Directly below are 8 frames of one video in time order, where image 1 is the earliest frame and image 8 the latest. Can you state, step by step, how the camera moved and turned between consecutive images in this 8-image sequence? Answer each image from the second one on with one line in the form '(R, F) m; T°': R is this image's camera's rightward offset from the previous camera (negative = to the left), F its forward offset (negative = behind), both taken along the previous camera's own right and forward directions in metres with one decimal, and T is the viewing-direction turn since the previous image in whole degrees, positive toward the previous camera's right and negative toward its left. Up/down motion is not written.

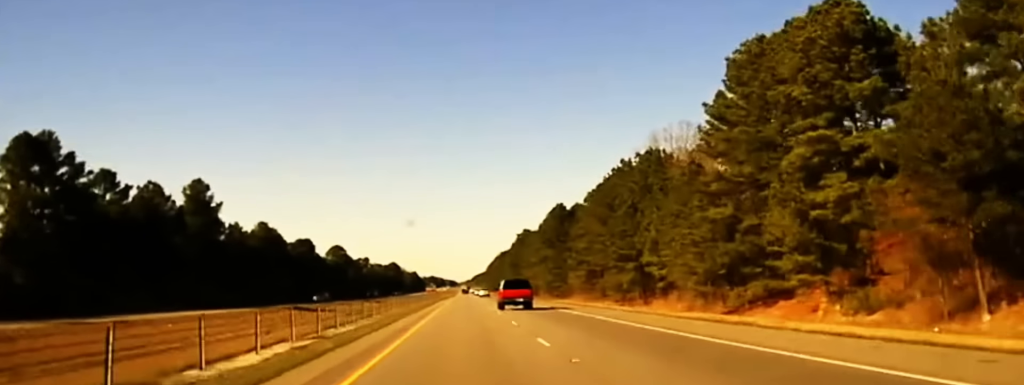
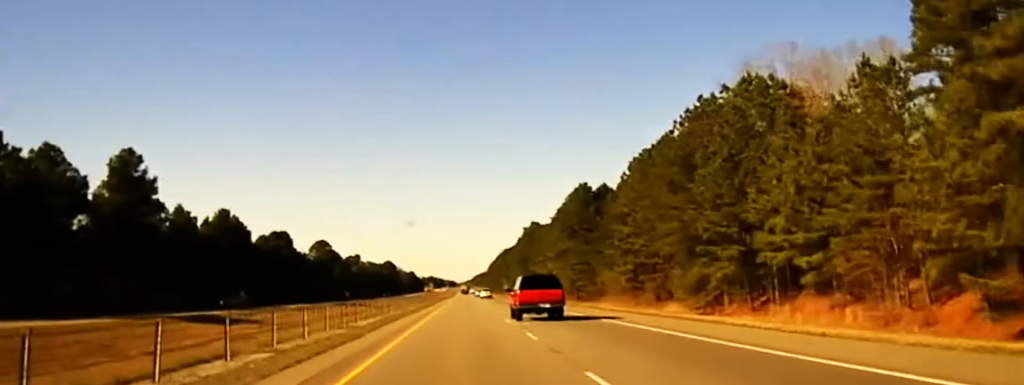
(+0.1, +34.0) m; 0°
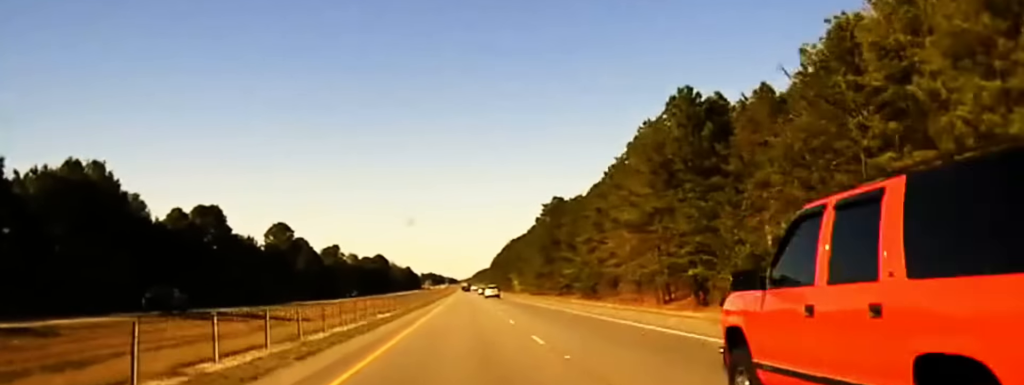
(0.0, +64.0) m; 0°
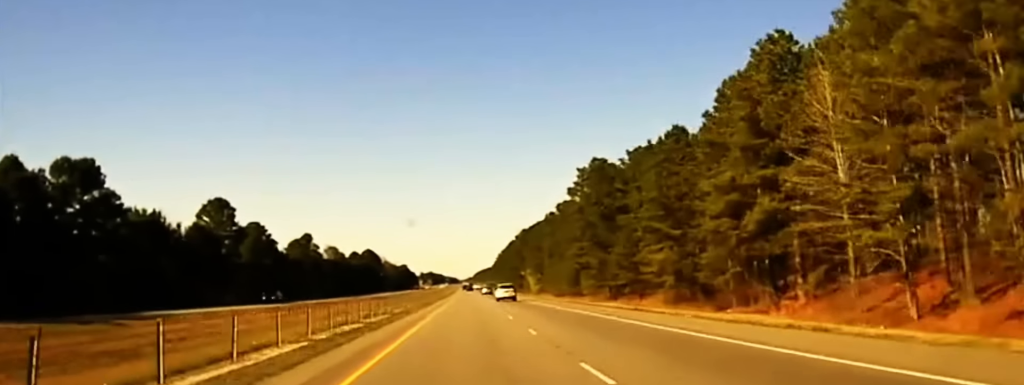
(-0.2, +57.8) m; 0°
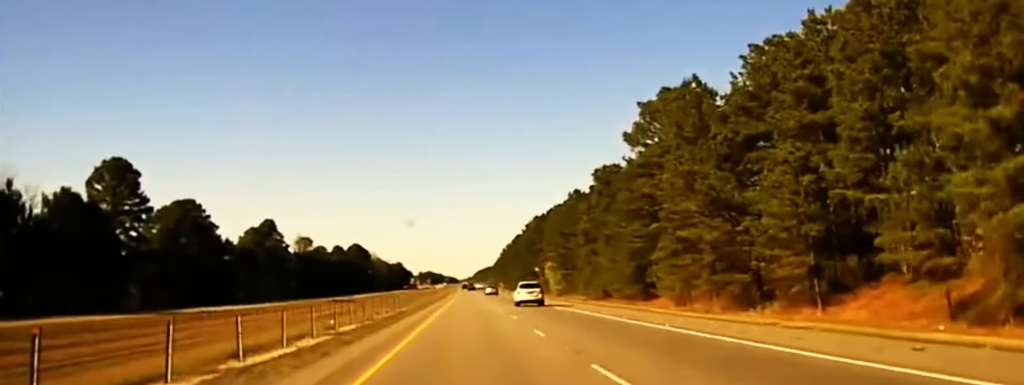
(+0.3, +49.3) m; 0°
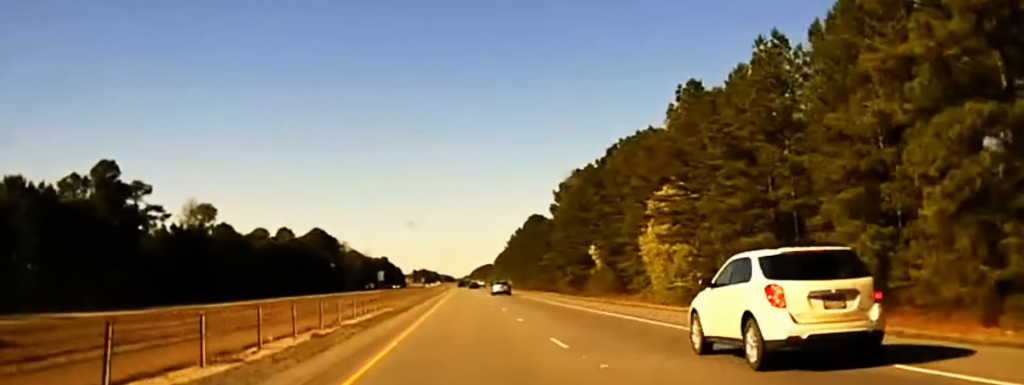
(+0.2, +91.8) m; 0°
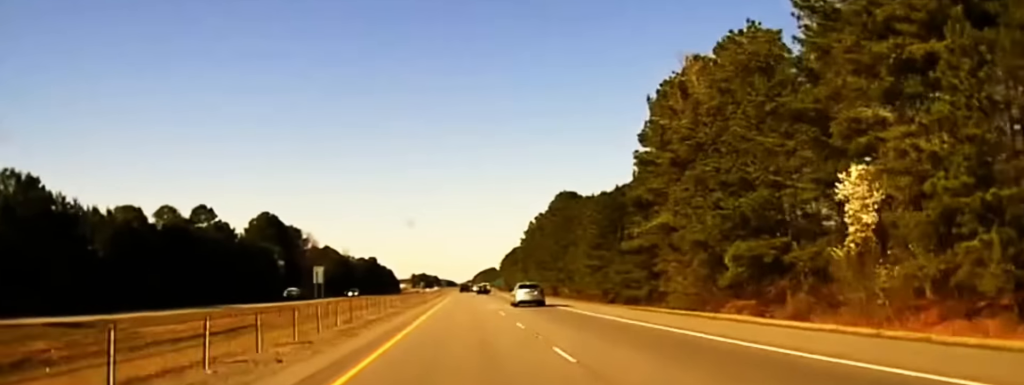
(-0.1, +75.7) m; 0°
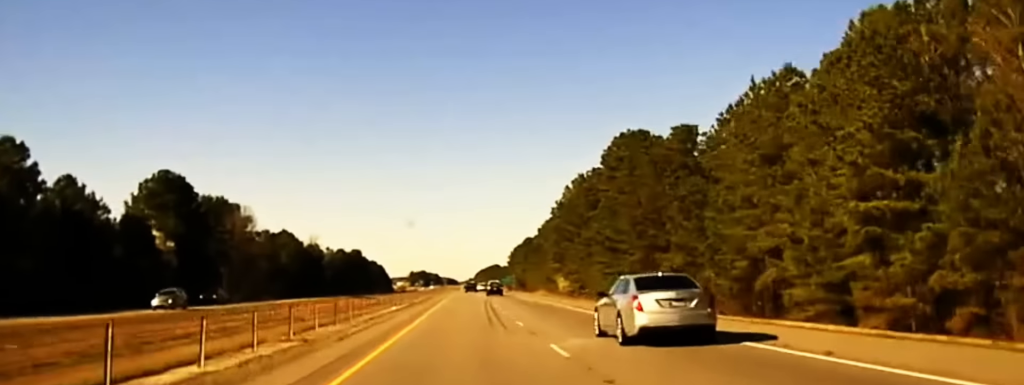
(0.0, +72.5) m; 0°
